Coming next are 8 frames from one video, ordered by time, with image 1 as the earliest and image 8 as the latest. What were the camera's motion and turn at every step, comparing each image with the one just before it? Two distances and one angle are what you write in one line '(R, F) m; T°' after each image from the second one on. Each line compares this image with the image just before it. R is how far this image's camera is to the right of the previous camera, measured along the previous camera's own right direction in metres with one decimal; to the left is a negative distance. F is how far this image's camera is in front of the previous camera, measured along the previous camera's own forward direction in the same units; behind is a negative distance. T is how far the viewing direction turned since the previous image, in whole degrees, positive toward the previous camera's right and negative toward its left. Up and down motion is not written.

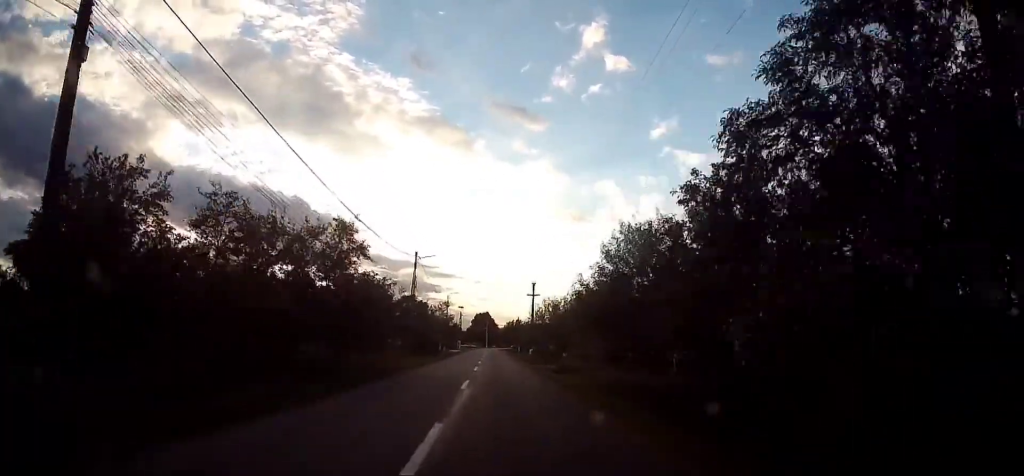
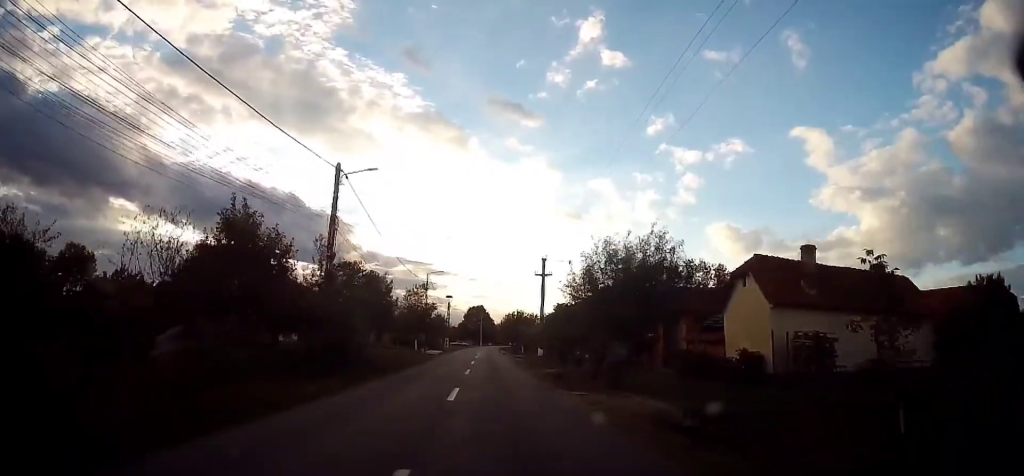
(+0.3, +20.9) m; 0°
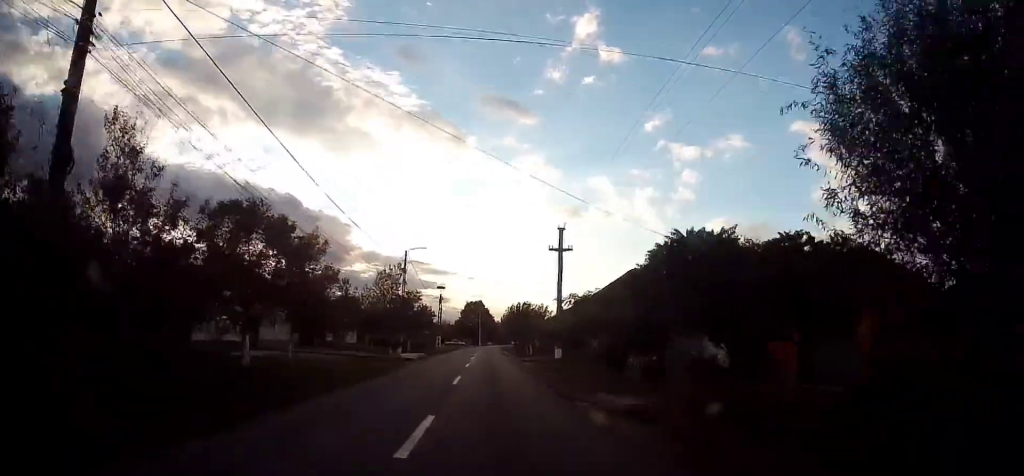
(-0.1, +14.3) m; +1°
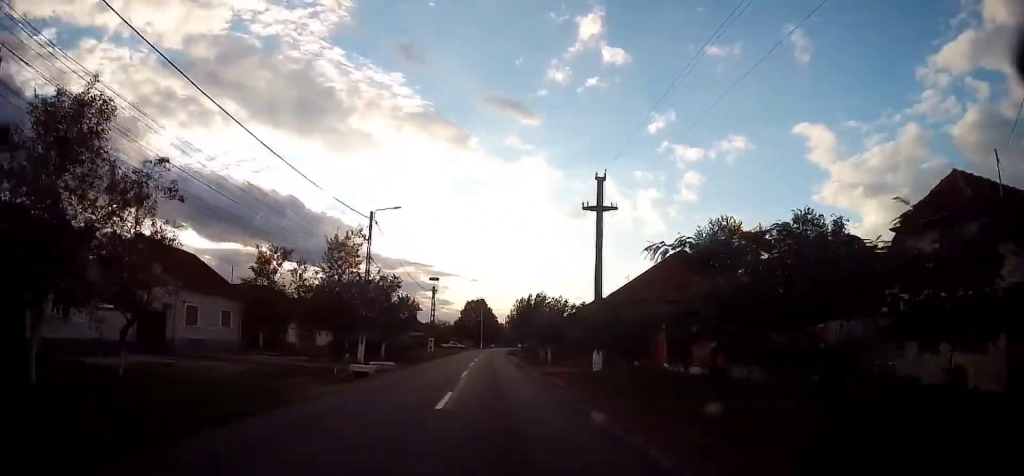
(+0.3, +14.0) m; 0°
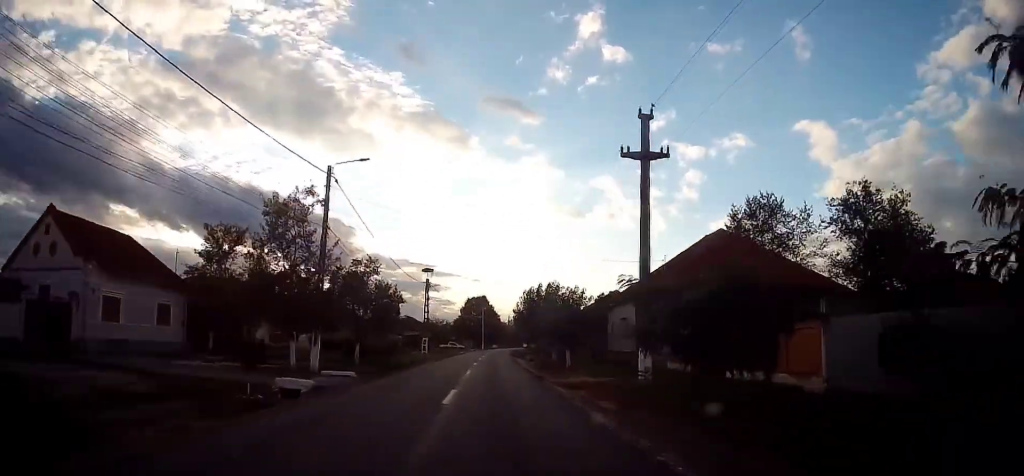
(0.0, +8.5) m; -1°
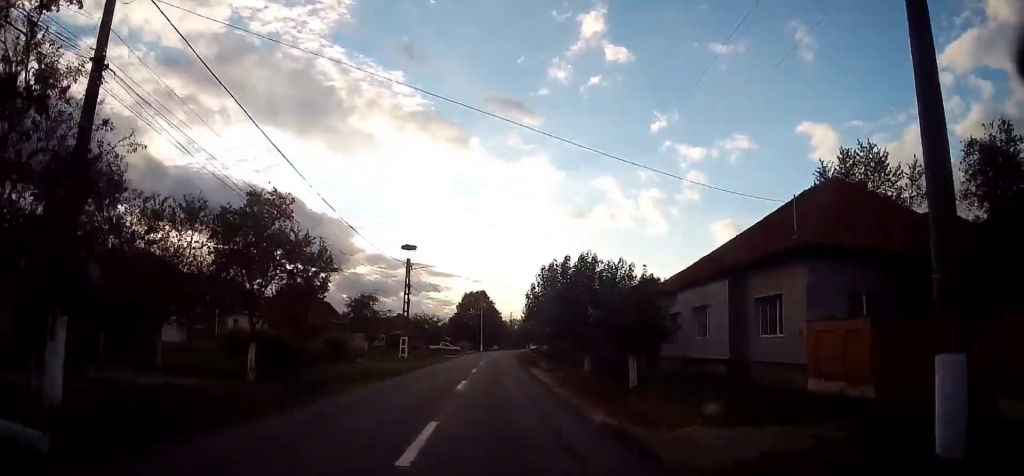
(-0.3, +14.3) m; -1°
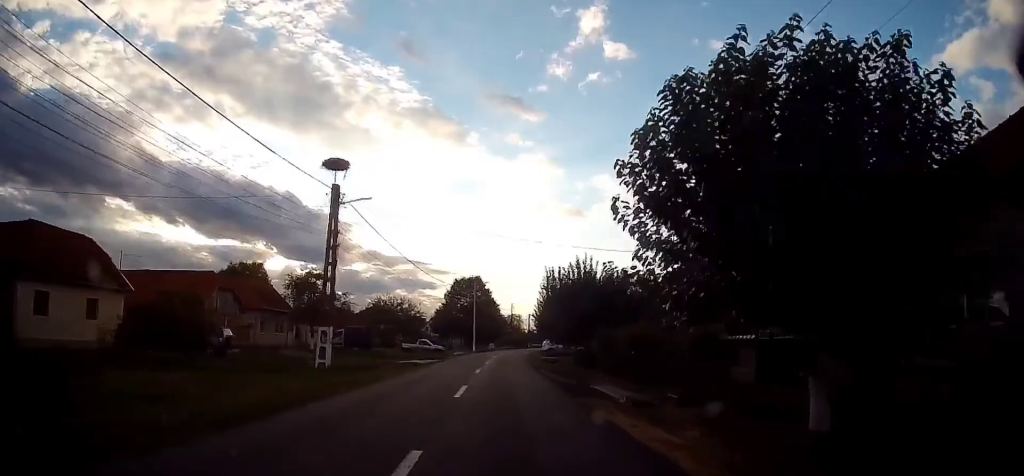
(+0.1, +20.4) m; +1°
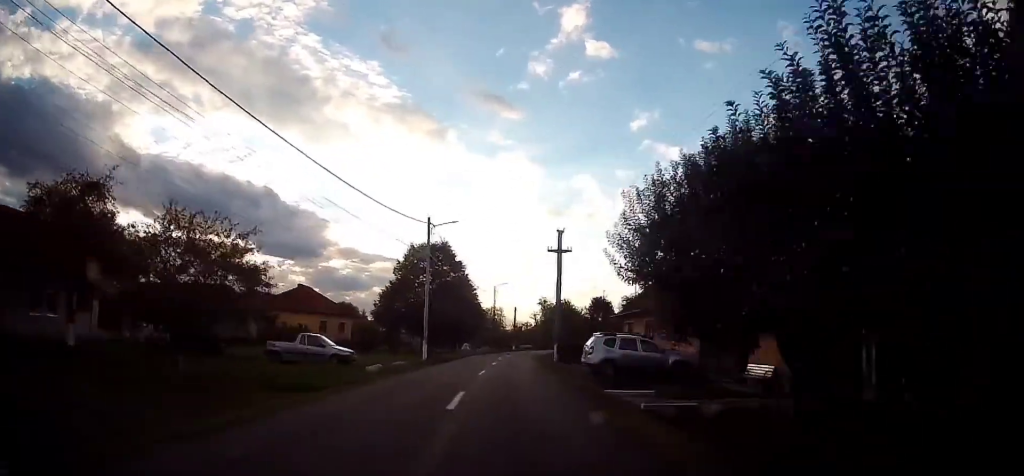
(-0.2, +29.2) m; +2°
